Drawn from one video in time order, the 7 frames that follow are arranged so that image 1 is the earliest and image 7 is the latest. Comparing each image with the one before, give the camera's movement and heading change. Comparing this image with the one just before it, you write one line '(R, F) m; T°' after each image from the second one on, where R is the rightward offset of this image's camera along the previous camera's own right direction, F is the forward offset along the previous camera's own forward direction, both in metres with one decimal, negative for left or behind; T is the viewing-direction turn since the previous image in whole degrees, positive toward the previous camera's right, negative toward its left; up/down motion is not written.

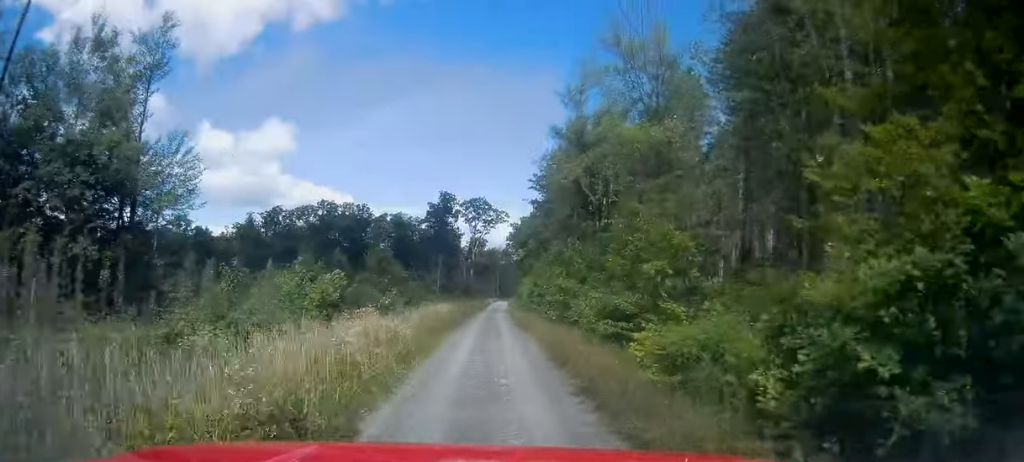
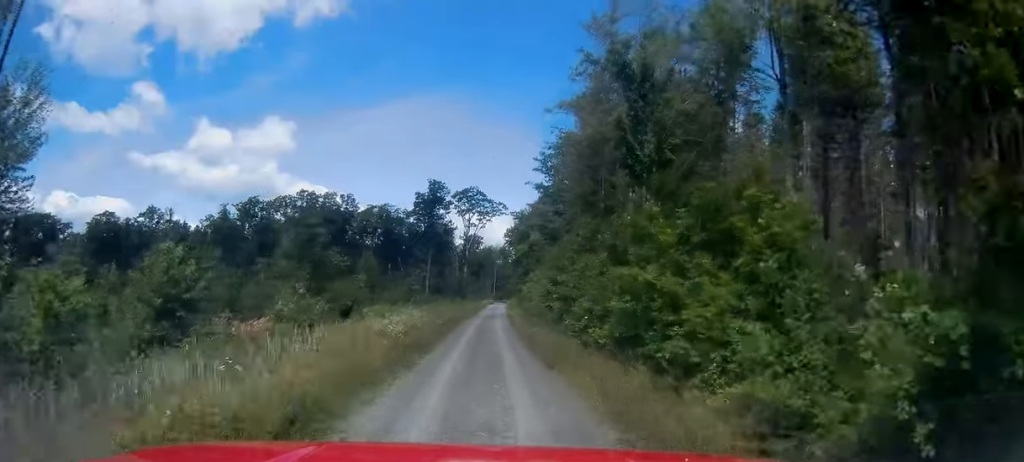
(+0.2, +14.8) m; -1°
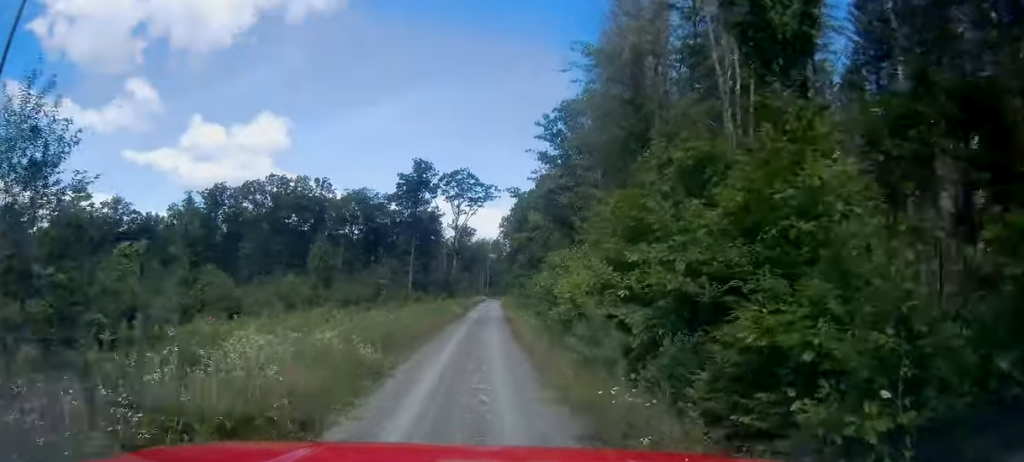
(0.0, +15.7) m; +2°
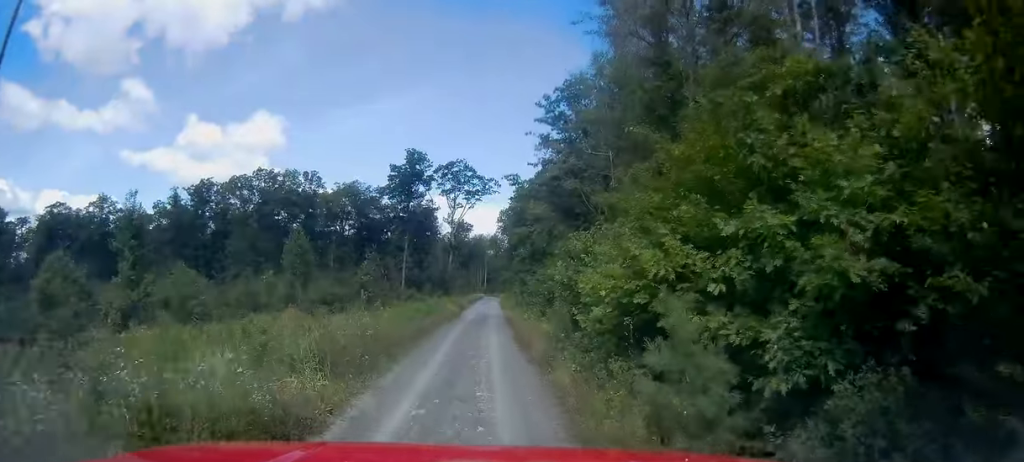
(+0.4, +5.5) m; 0°
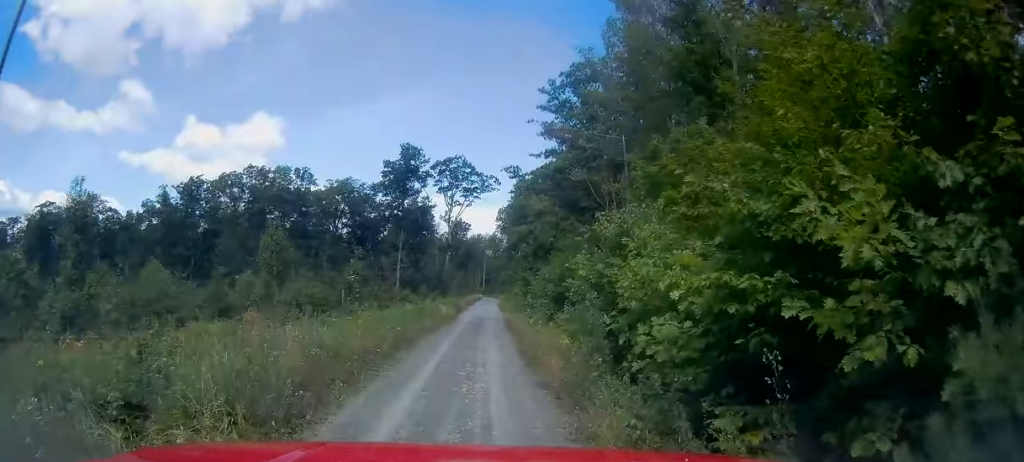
(-0.1, +4.2) m; -1°
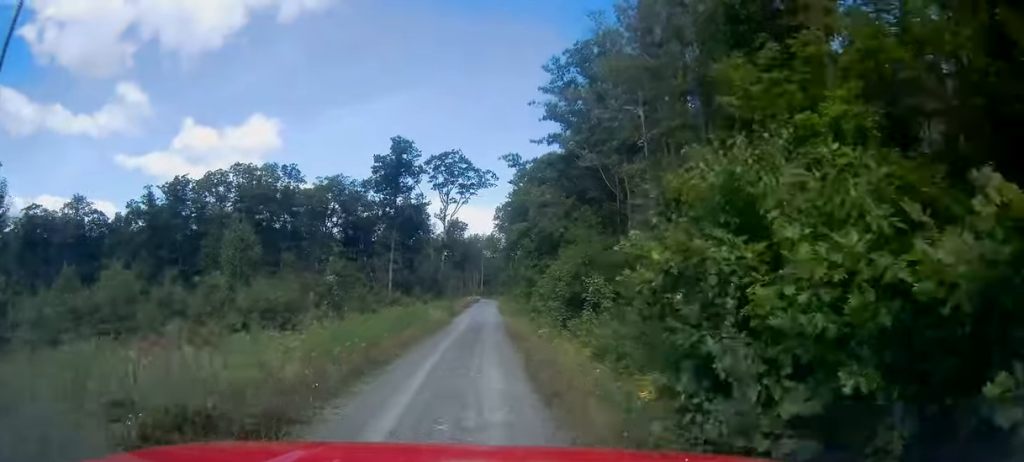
(-0.3, +5.2) m; -1°
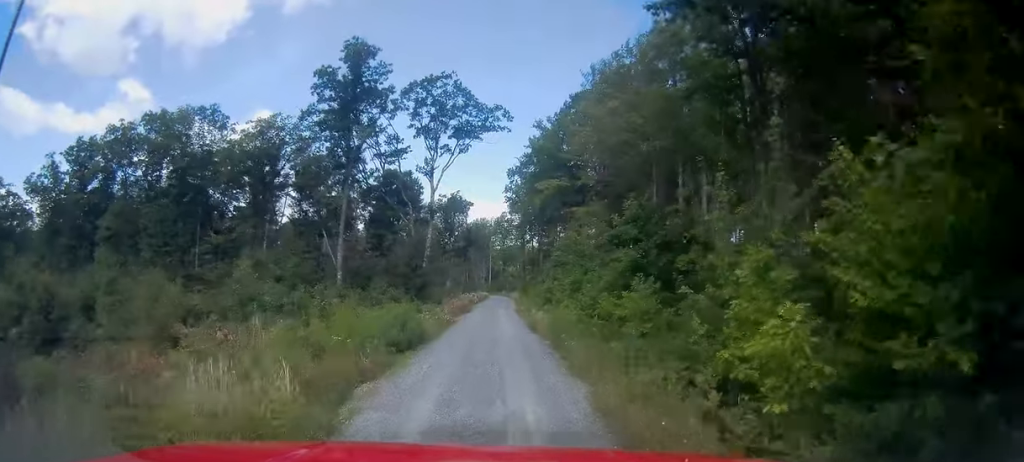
(+0.5, +33.9) m; +1°
